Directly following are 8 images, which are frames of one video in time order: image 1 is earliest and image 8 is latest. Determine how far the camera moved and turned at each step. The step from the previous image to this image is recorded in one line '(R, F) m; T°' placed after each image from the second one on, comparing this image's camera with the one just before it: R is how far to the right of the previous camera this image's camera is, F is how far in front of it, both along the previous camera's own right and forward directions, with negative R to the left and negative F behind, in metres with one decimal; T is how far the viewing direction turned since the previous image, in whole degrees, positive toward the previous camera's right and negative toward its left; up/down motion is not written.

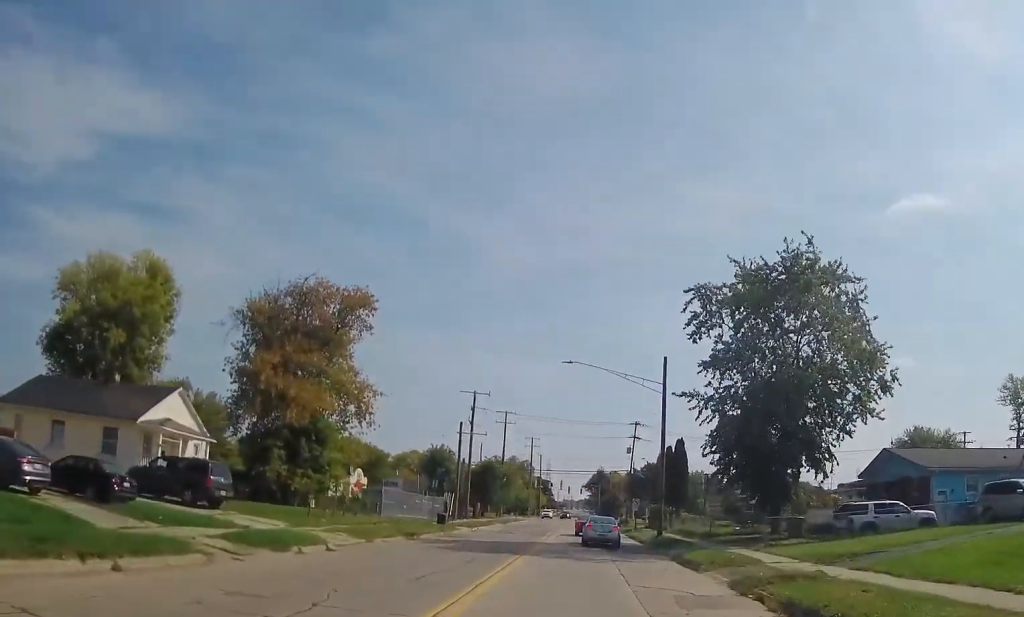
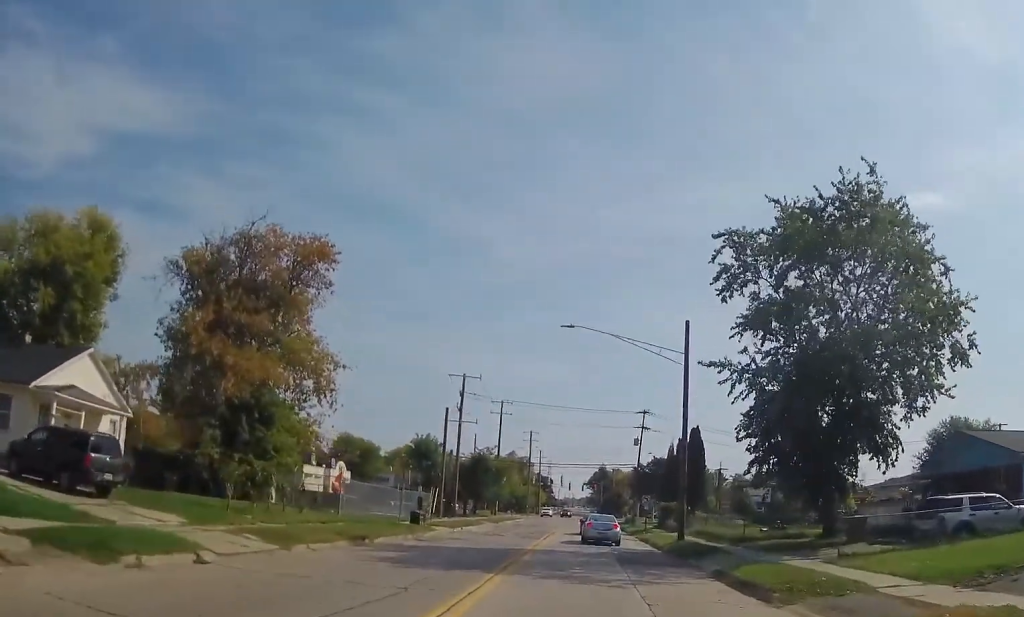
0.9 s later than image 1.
(0.0, +7.7) m; 0°
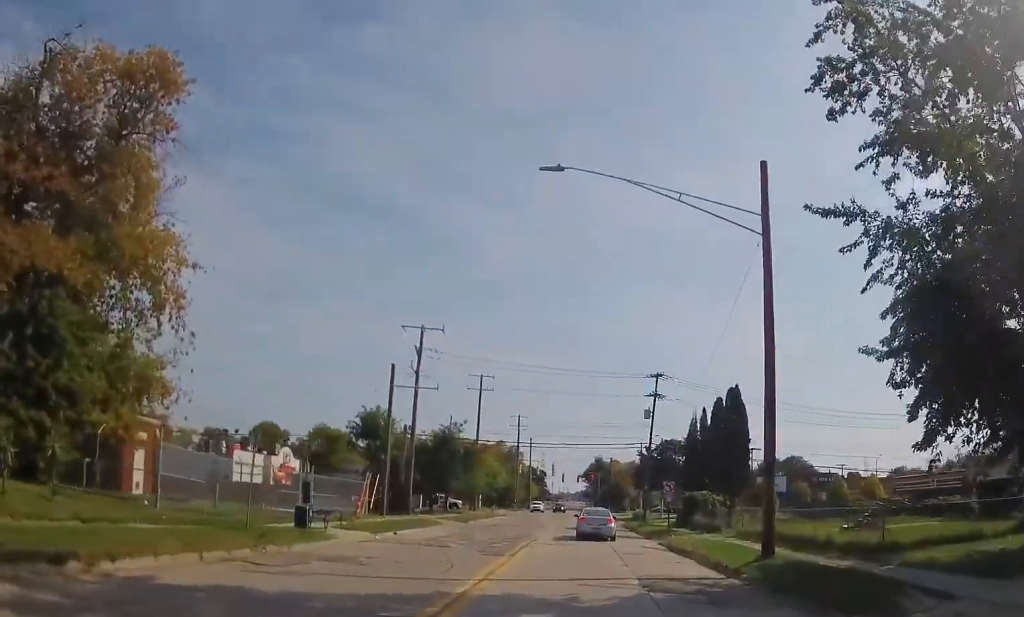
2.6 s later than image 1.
(0.0, +15.5) m; 0°
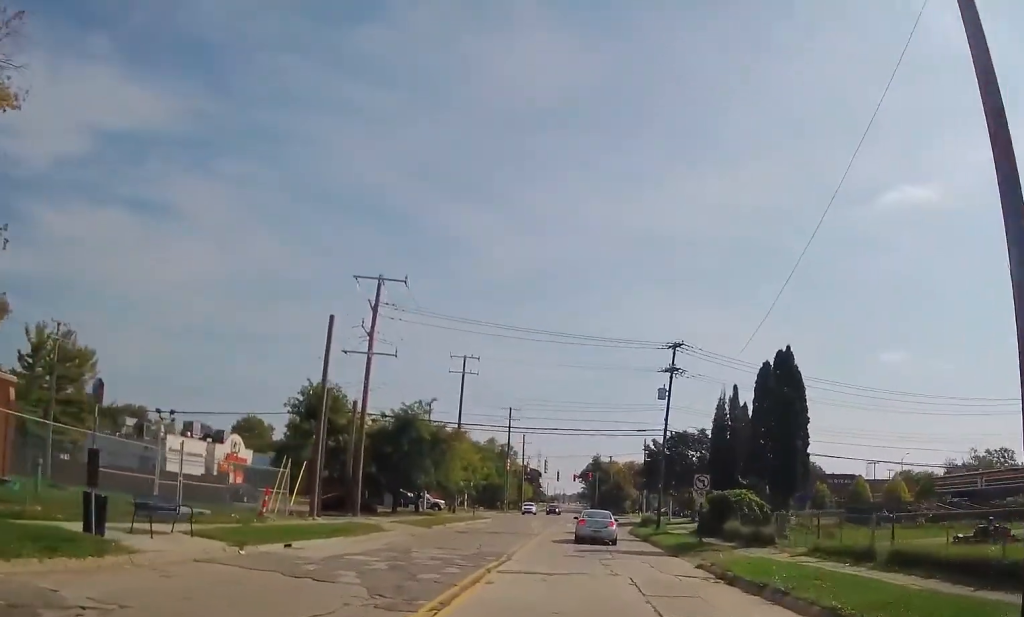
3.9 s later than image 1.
(0.0, +11.0) m; 0°
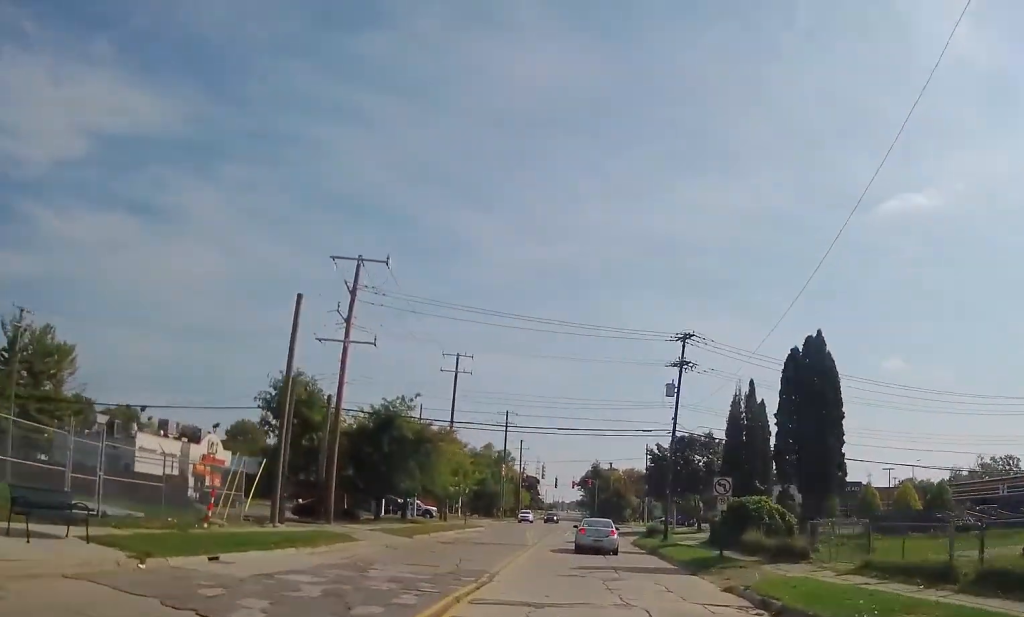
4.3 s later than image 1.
(0.0, +4.1) m; 0°
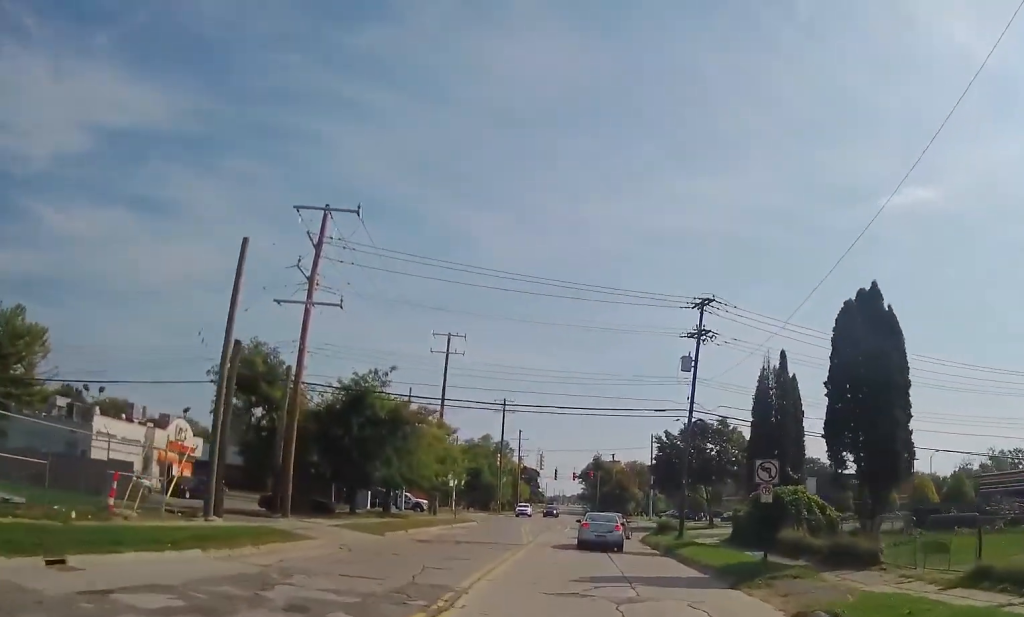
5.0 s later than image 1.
(0.0, +5.4) m; +1°
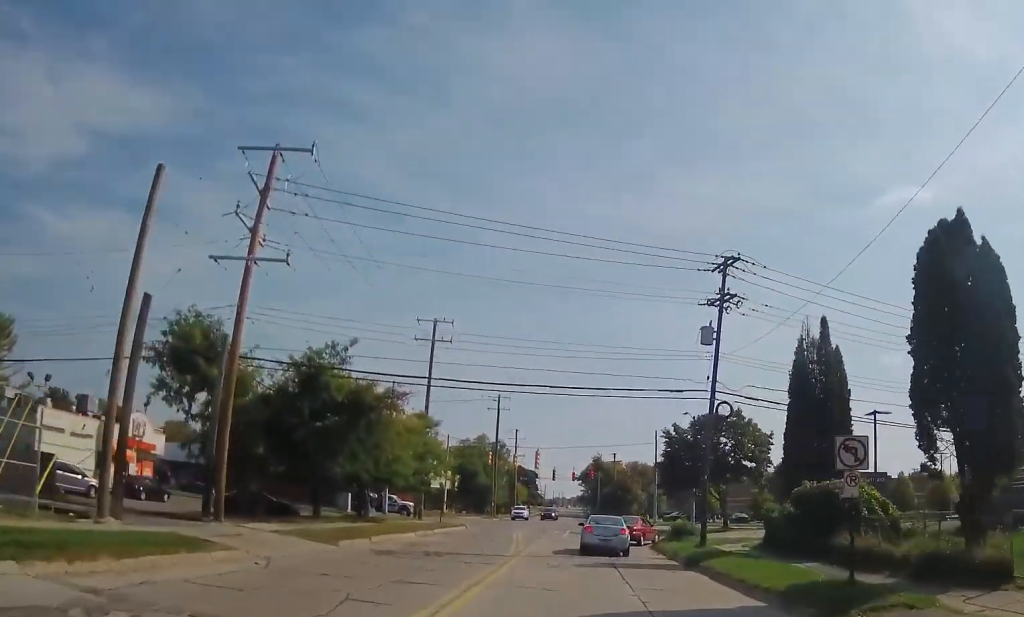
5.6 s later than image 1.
(-0.1, +5.8) m; +2°
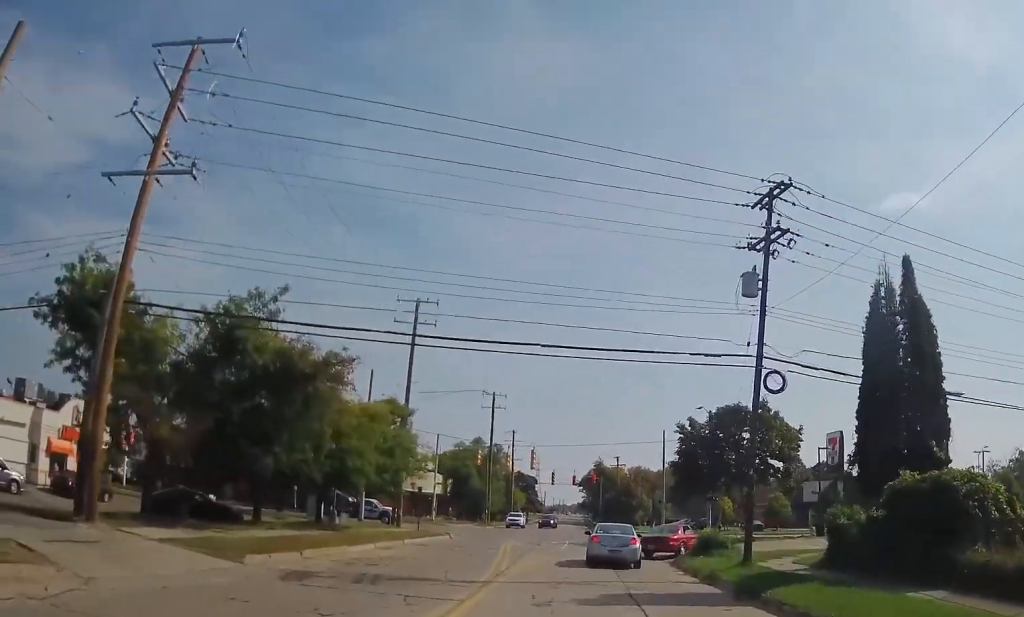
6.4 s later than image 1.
(+0.4, +7.1) m; 0°
